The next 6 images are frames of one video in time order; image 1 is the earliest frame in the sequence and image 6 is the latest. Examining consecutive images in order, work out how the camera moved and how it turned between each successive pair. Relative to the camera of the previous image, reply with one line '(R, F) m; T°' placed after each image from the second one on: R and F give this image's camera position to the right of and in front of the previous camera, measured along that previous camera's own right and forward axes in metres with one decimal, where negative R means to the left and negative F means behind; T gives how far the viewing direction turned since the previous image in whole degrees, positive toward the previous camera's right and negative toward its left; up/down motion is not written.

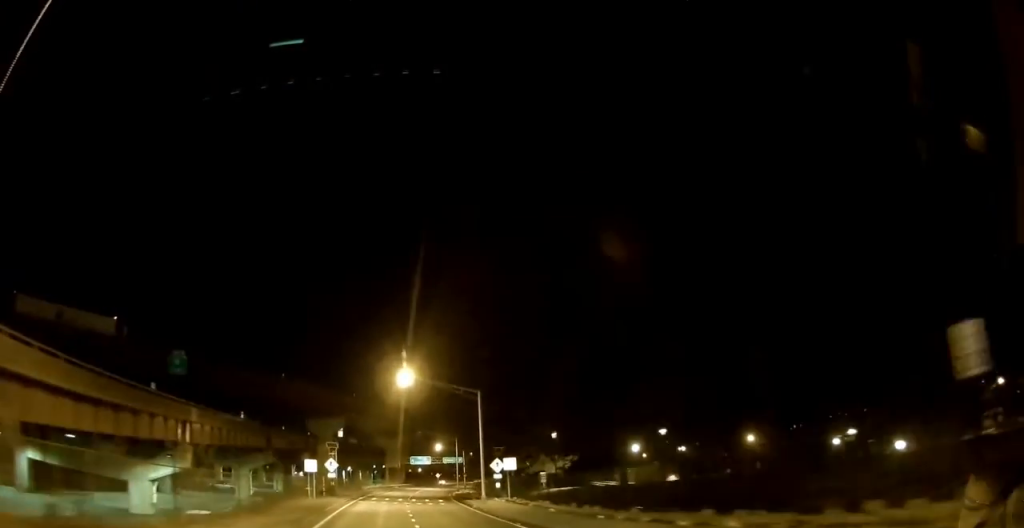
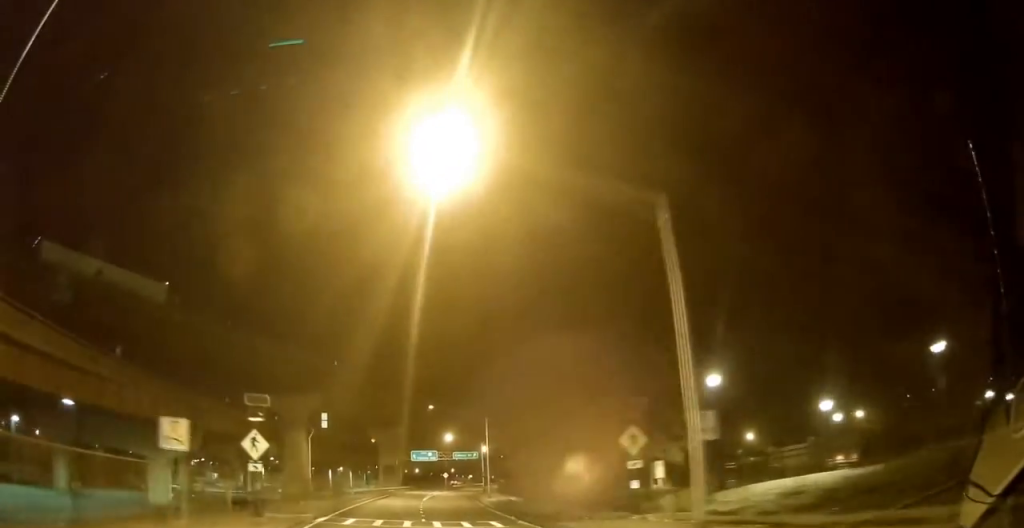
(+0.5, +28.6) m; 0°
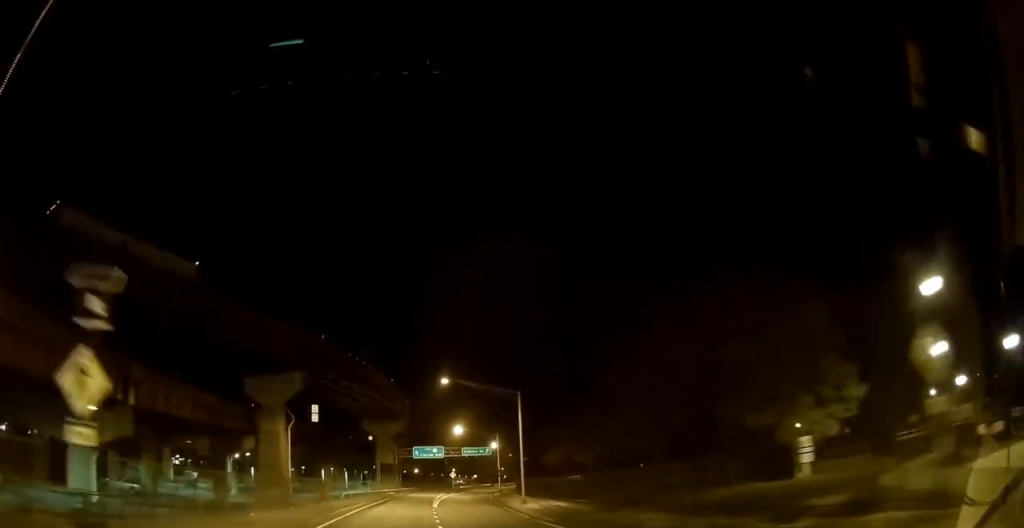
(-0.1, +14.2) m; 0°
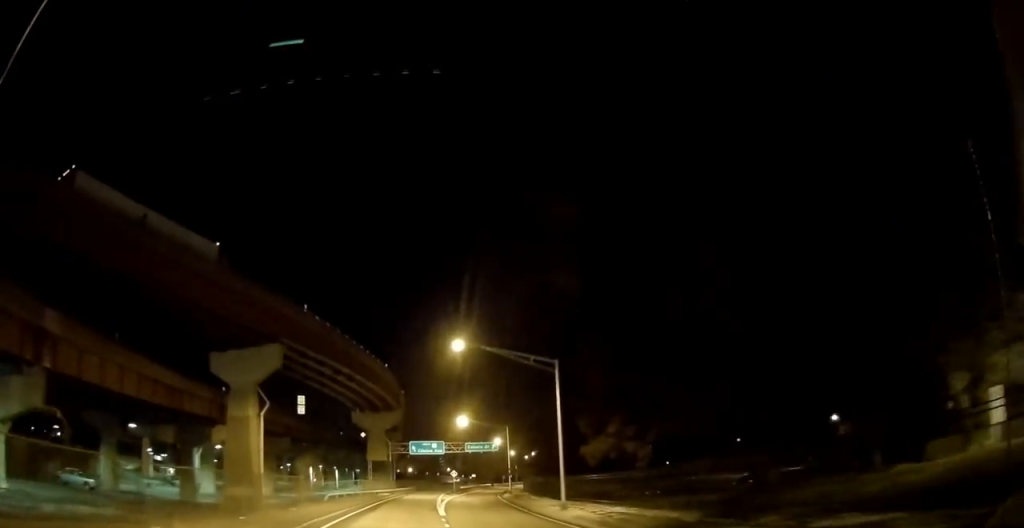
(0.0, +10.6) m; 0°
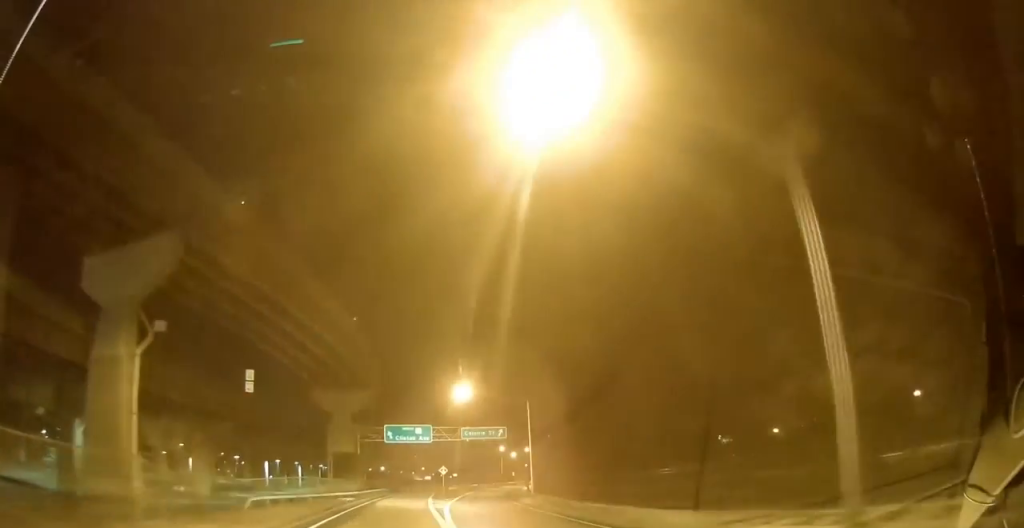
(+0.2, +21.5) m; +2°
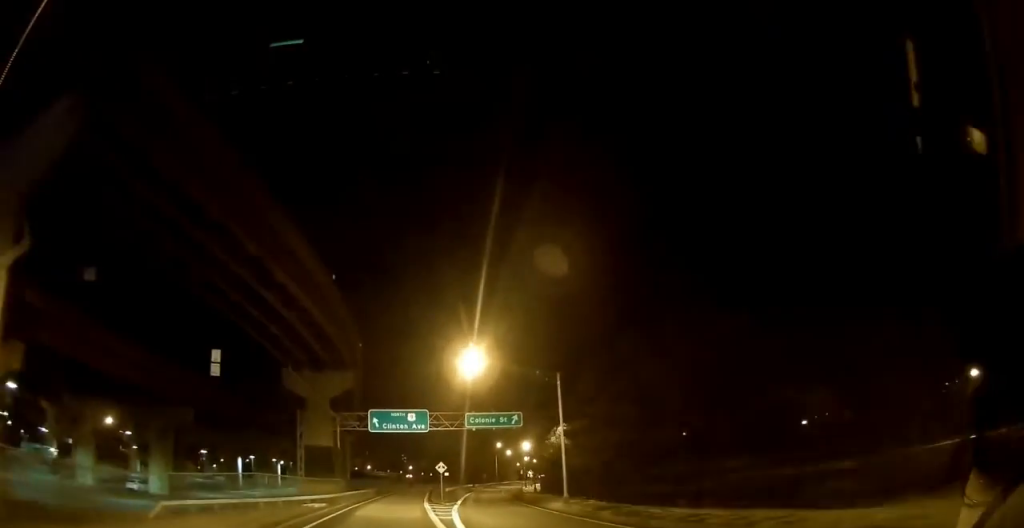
(+0.2, +11.5) m; +1°
